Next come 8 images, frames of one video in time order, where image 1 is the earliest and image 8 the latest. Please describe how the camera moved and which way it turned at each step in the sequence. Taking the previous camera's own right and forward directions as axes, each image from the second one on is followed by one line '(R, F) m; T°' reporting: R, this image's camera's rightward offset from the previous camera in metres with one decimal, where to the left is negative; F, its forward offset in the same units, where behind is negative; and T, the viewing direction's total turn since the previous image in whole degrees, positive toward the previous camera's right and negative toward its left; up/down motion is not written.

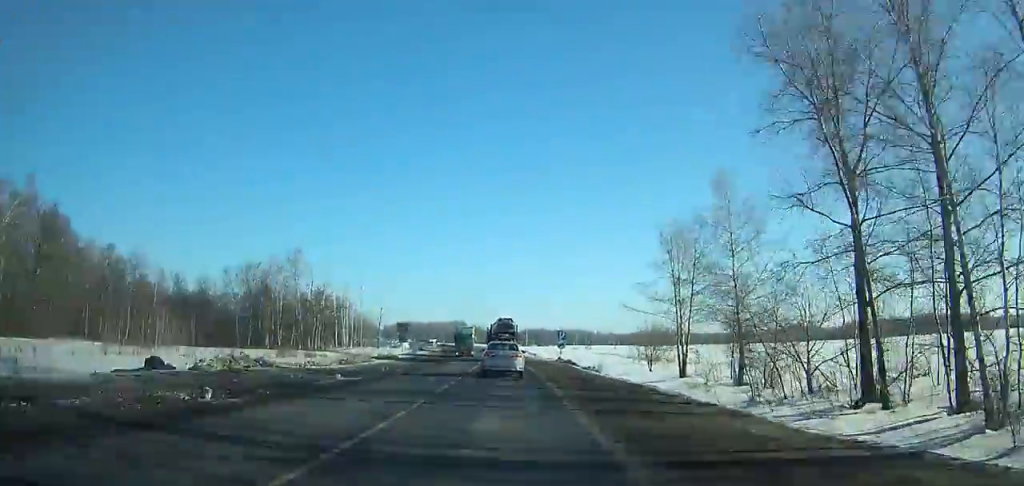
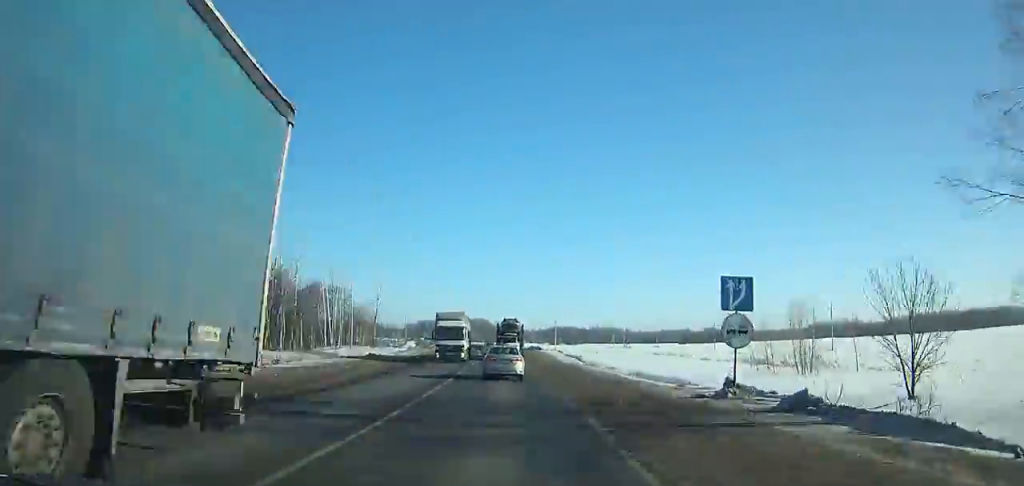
(-0.6, +45.5) m; -1°
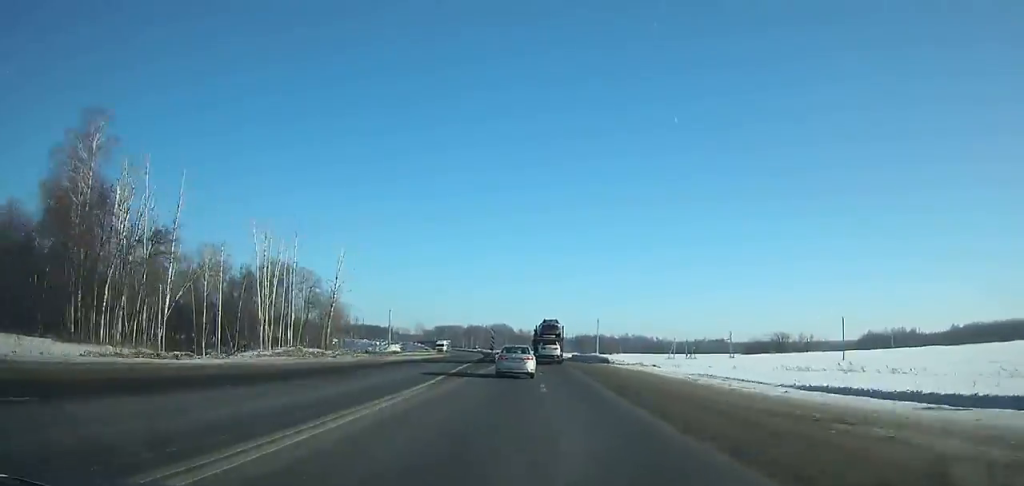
(-1.2, +68.1) m; -2°
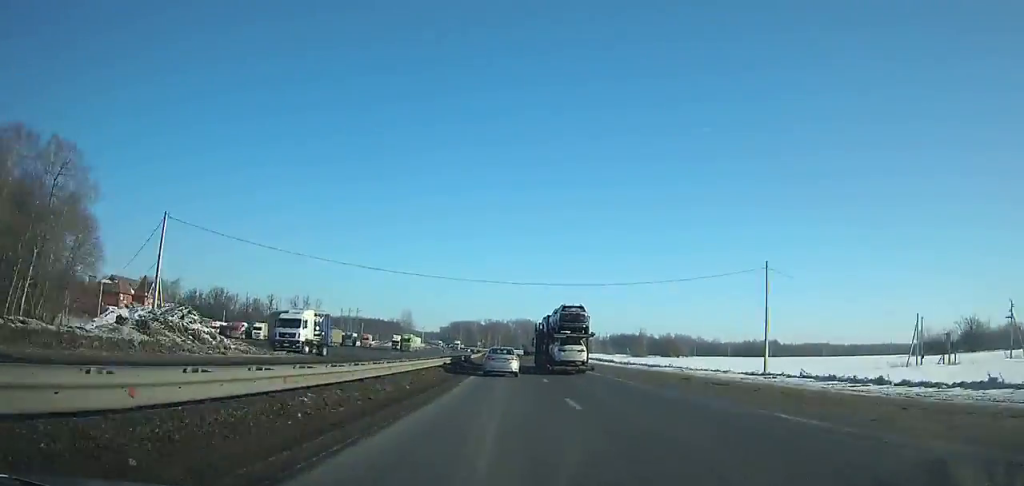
(-2.7, +117.0) m; -4°
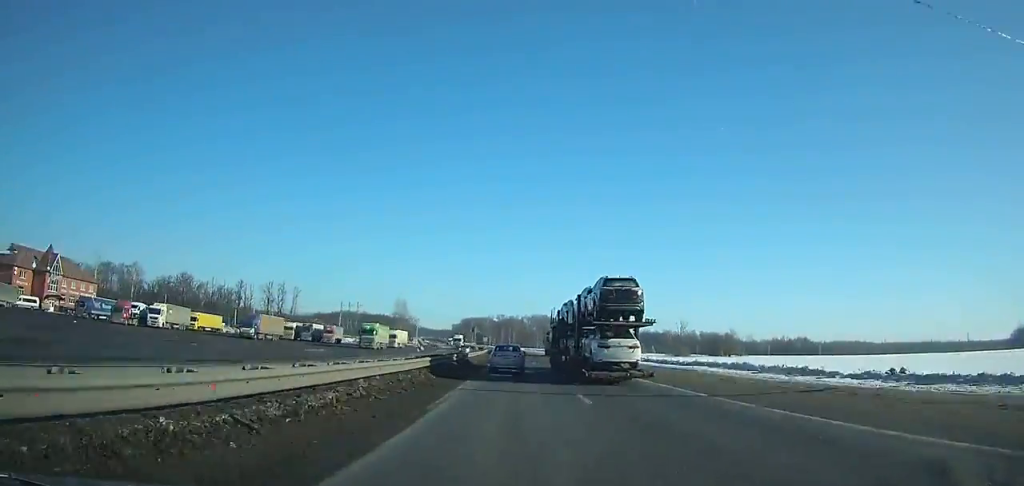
(-0.9, +48.5) m; -1°
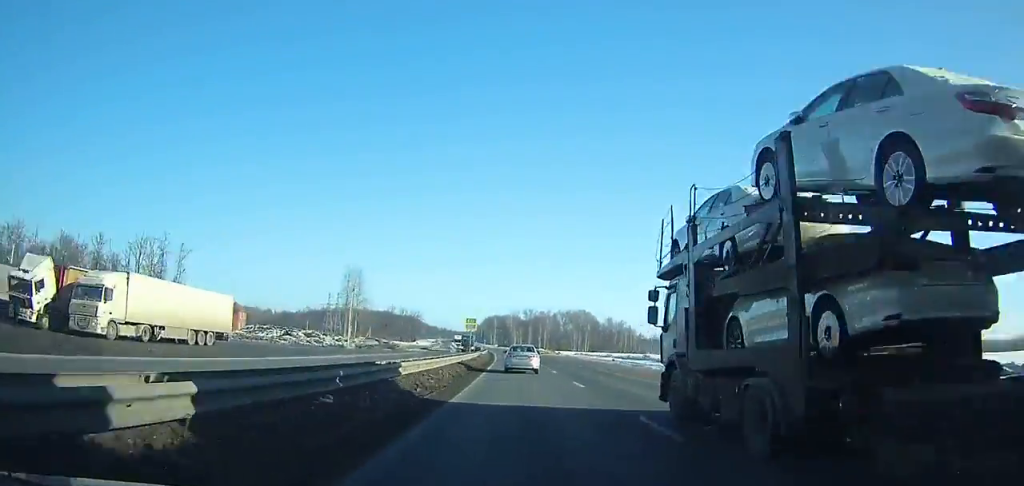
(-2.3, +102.8) m; -2°
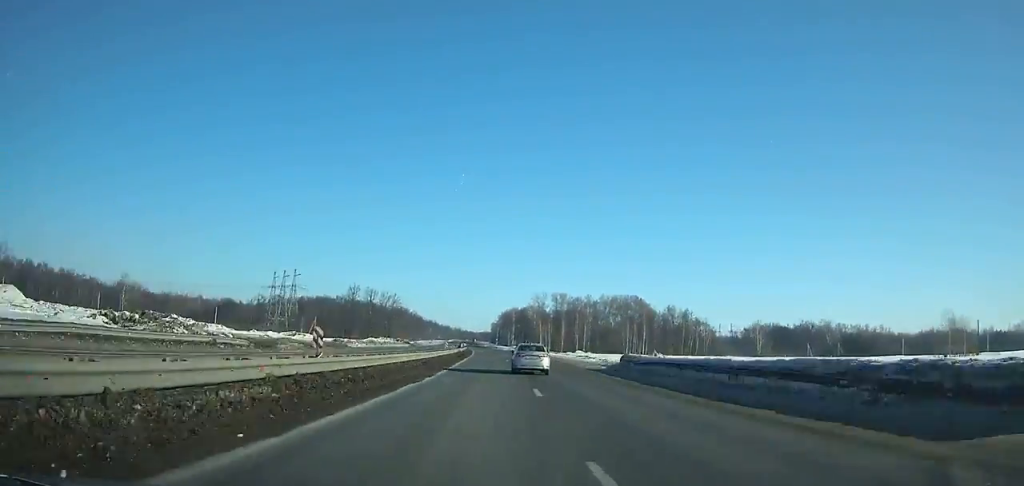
(-2.9, +123.3) m; -3°
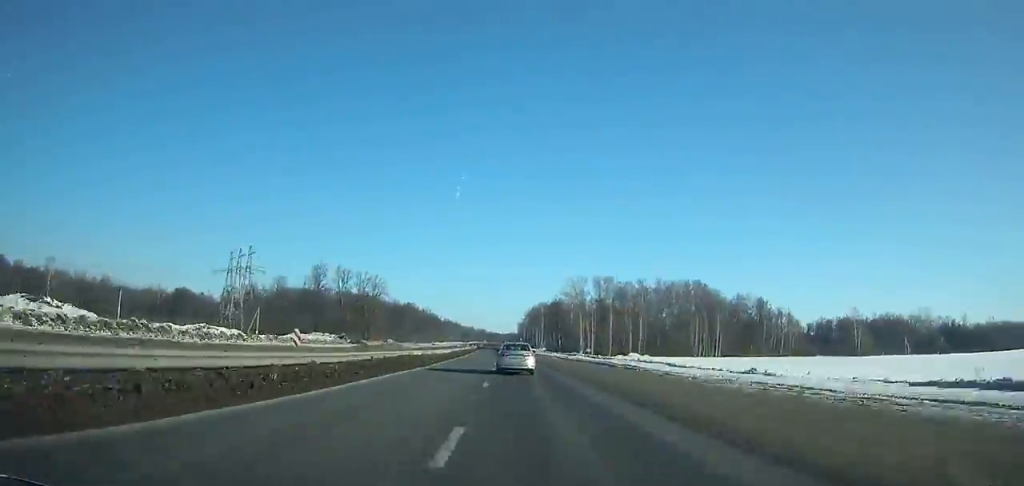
(-0.8, +68.6) m; -2°
